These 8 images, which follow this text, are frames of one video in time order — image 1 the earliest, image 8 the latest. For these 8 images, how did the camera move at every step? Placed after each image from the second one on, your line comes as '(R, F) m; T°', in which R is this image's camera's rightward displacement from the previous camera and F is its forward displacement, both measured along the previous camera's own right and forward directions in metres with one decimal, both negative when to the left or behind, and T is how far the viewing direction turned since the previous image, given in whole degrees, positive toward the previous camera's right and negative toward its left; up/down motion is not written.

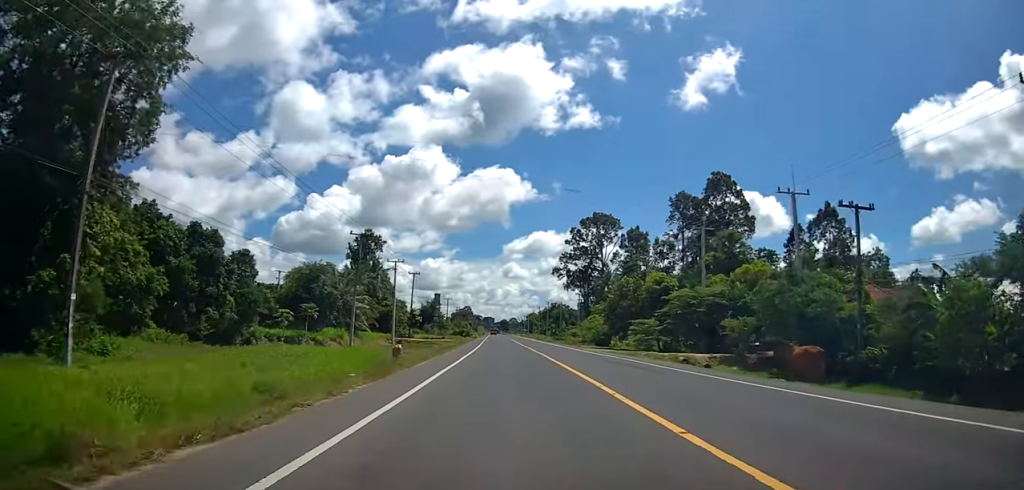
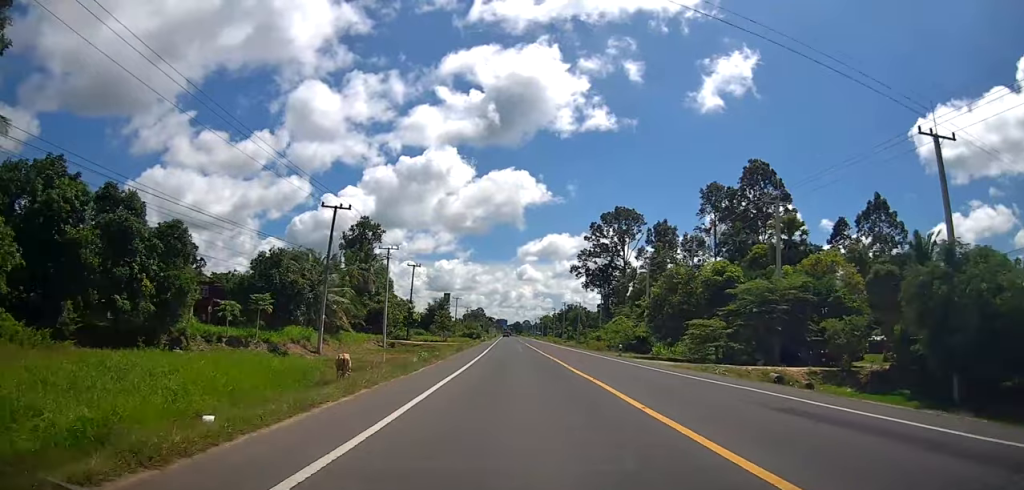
(-0.5, +13.9) m; -1°
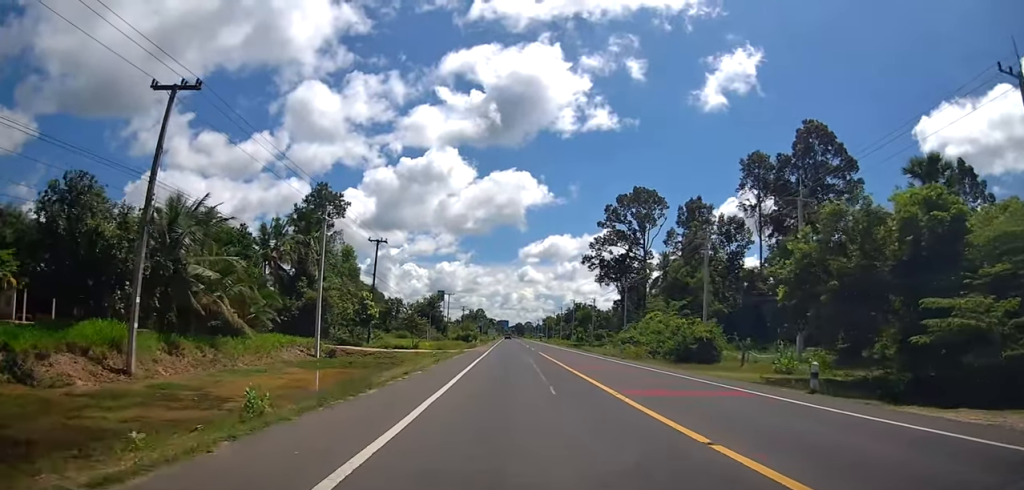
(+0.2, +24.9) m; +2°
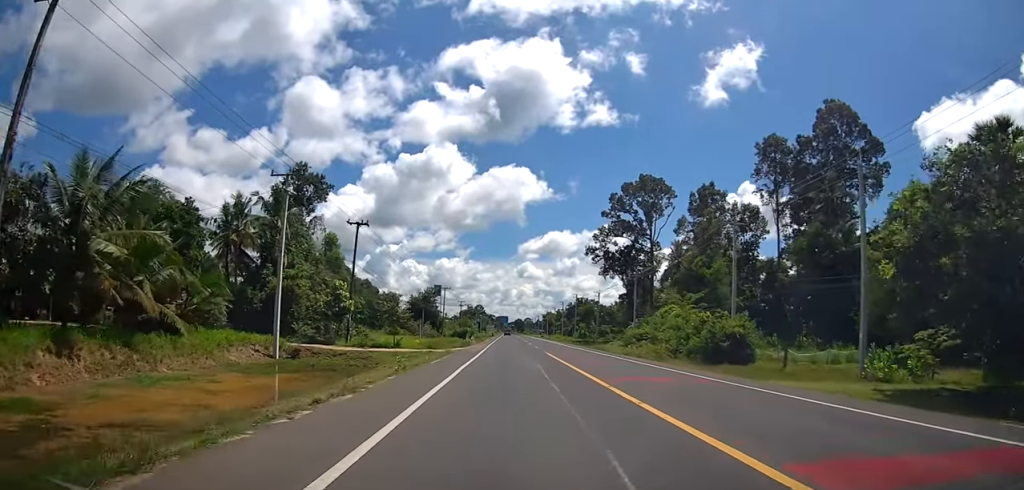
(0.0, +8.0) m; 0°
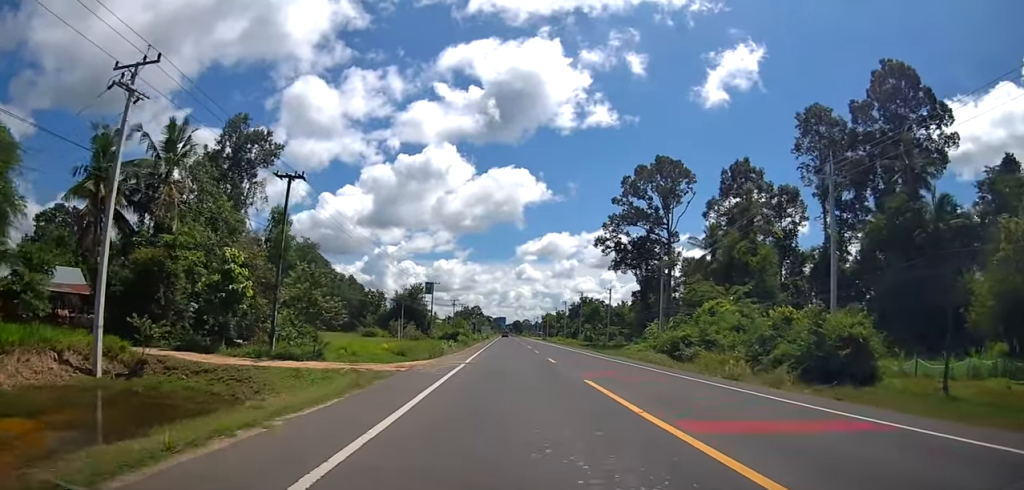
(-0.1, +17.1) m; -2°
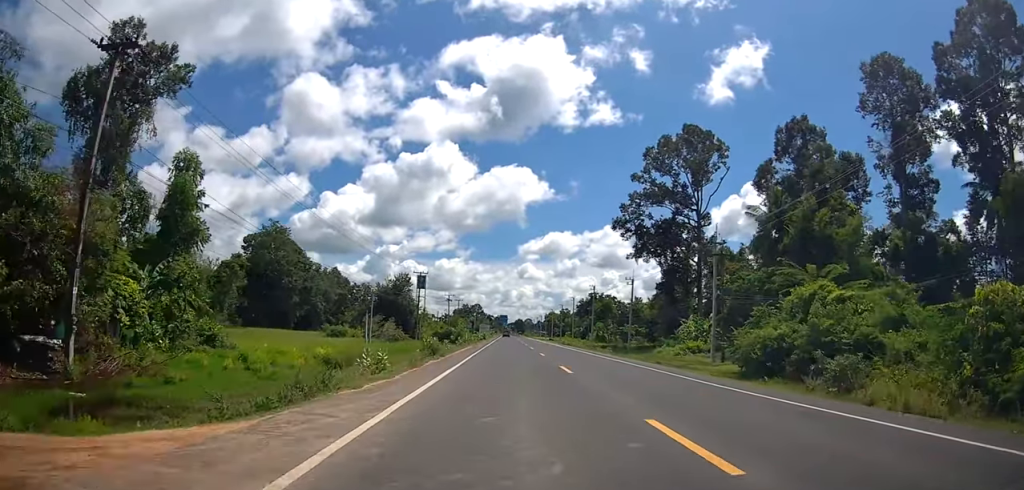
(-0.4, +19.0) m; +1°
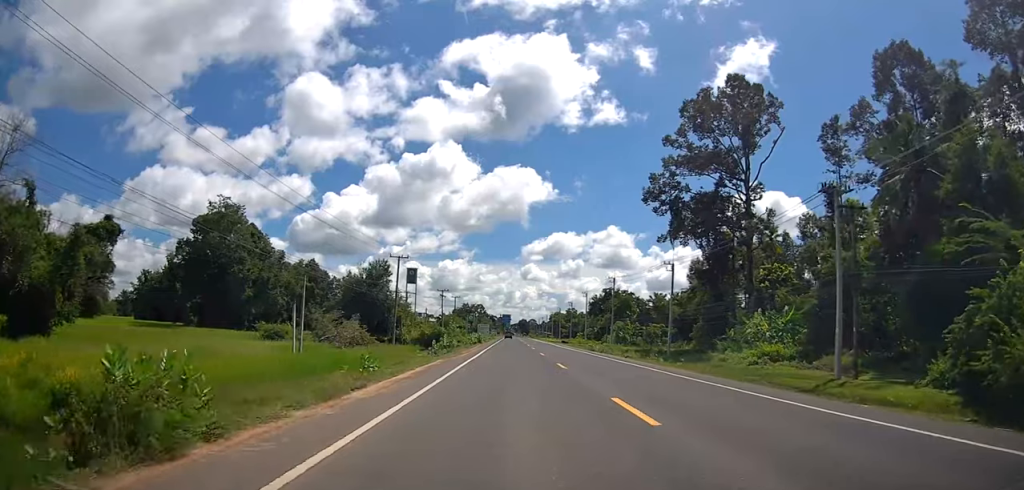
(+0.7, +21.5) m; +1°
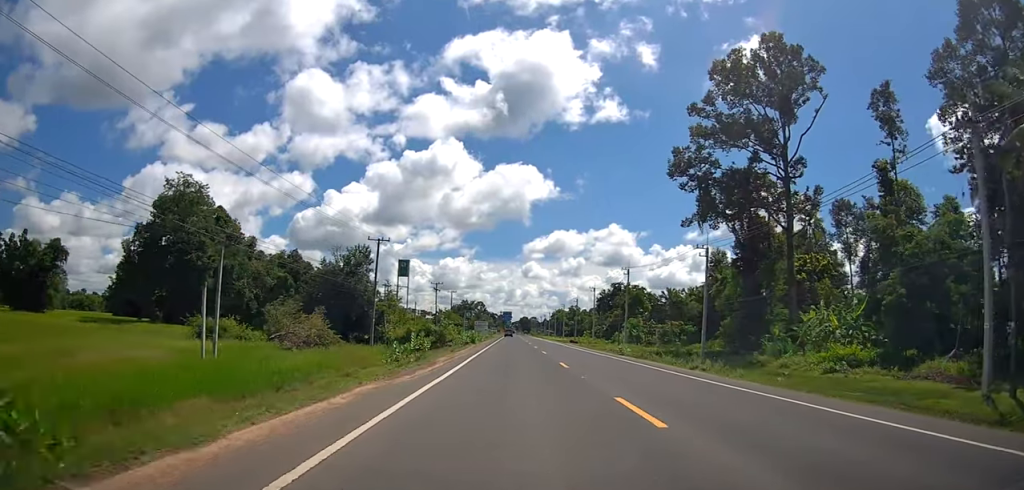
(0.0, +12.3) m; -1°
